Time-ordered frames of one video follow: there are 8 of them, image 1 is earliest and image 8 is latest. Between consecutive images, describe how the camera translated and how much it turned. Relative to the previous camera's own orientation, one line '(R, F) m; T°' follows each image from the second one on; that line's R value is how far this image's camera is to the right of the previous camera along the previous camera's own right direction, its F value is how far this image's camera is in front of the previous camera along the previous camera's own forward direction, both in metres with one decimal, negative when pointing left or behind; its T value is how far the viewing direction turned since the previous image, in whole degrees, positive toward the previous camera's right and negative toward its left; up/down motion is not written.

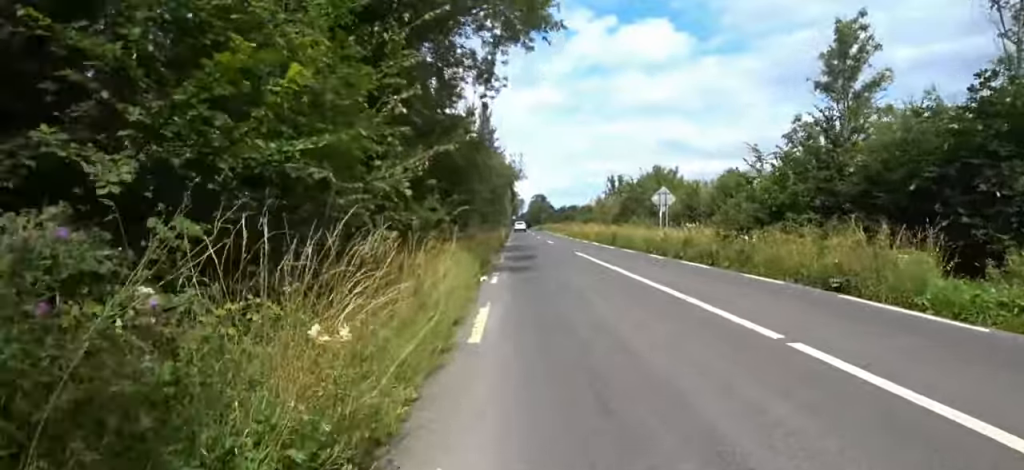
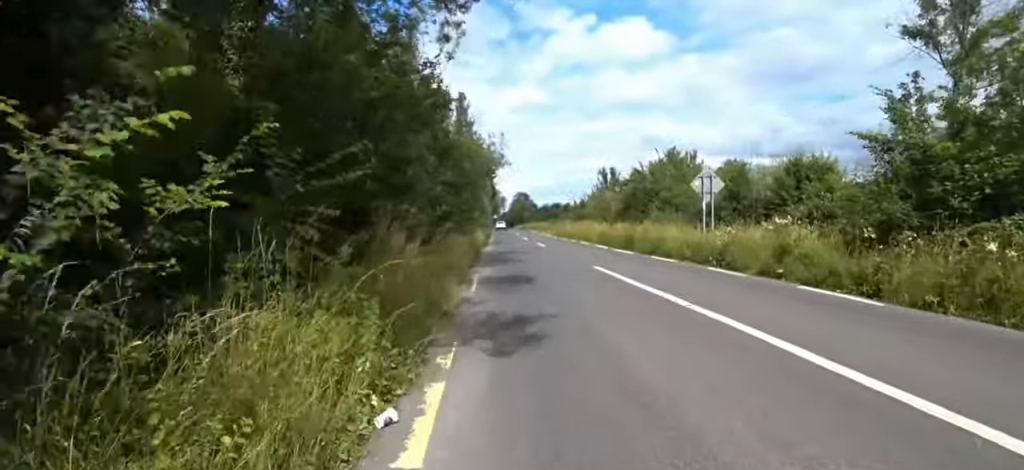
(-0.4, +6.9) m; -6°
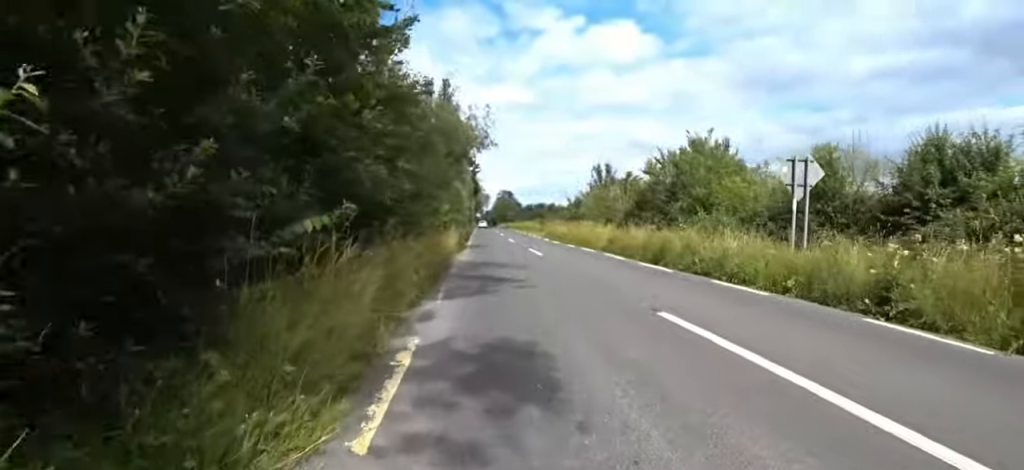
(-0.2, +5.8) m; +8°
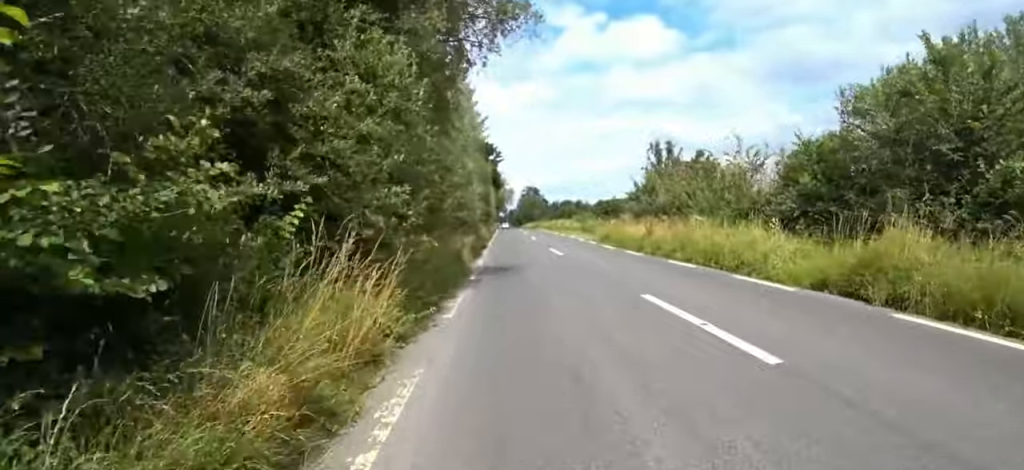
(+0.6, +12.1) m; -6°
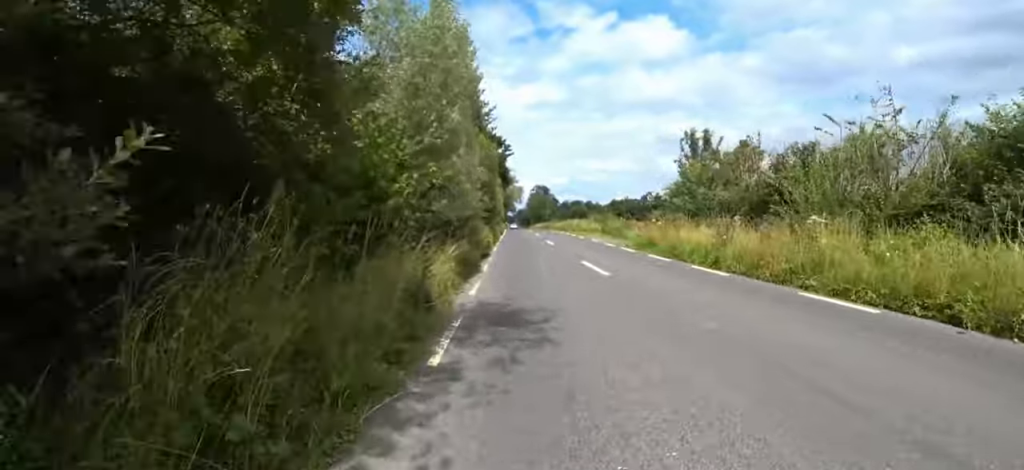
(-0.3, +6.0) m; +2°
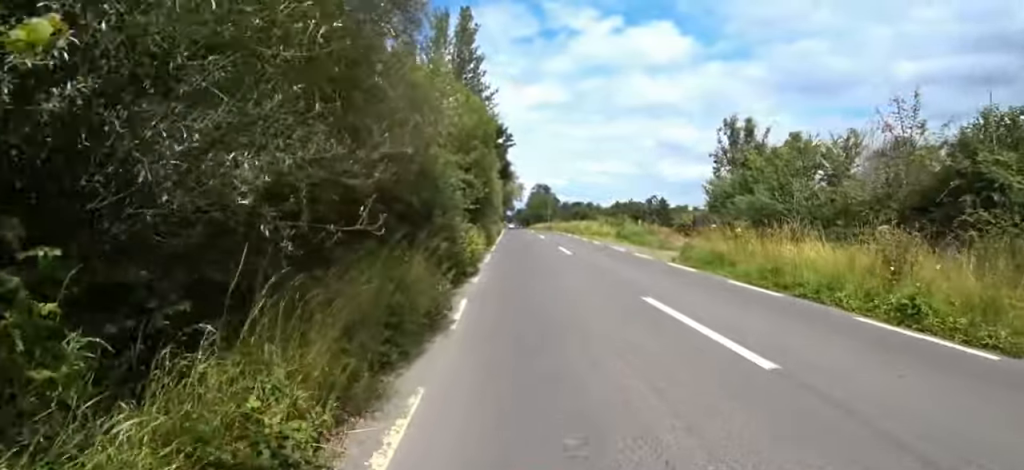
(+0.5, +6.4) m; +2°
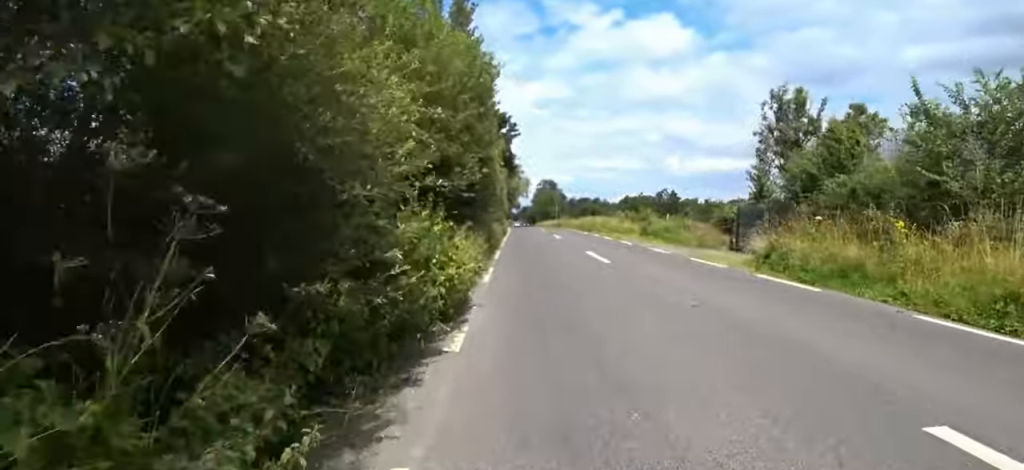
(-0.1, +4.9) m; -3°
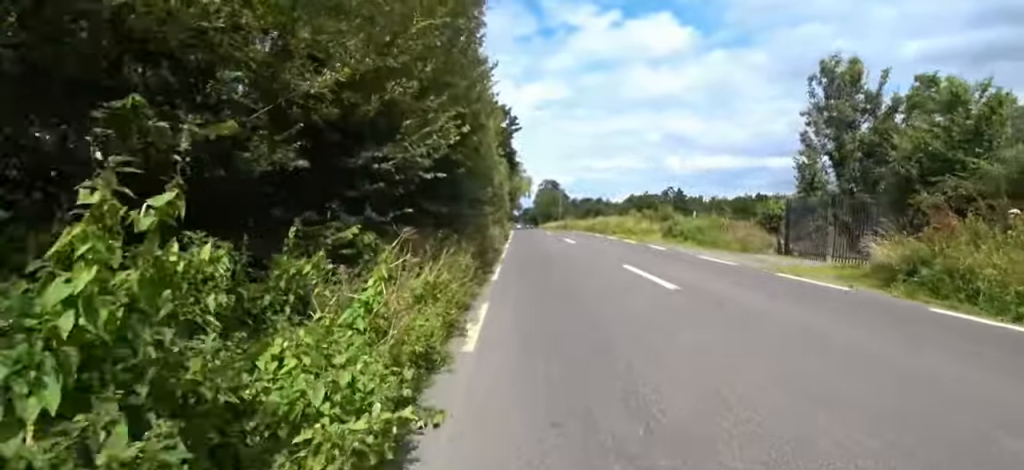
(-0.3, +4.3) m; -3°
